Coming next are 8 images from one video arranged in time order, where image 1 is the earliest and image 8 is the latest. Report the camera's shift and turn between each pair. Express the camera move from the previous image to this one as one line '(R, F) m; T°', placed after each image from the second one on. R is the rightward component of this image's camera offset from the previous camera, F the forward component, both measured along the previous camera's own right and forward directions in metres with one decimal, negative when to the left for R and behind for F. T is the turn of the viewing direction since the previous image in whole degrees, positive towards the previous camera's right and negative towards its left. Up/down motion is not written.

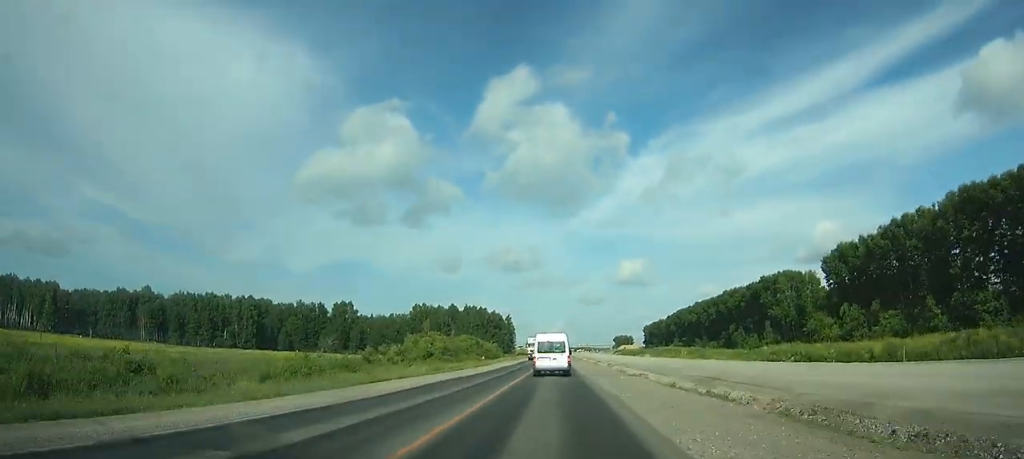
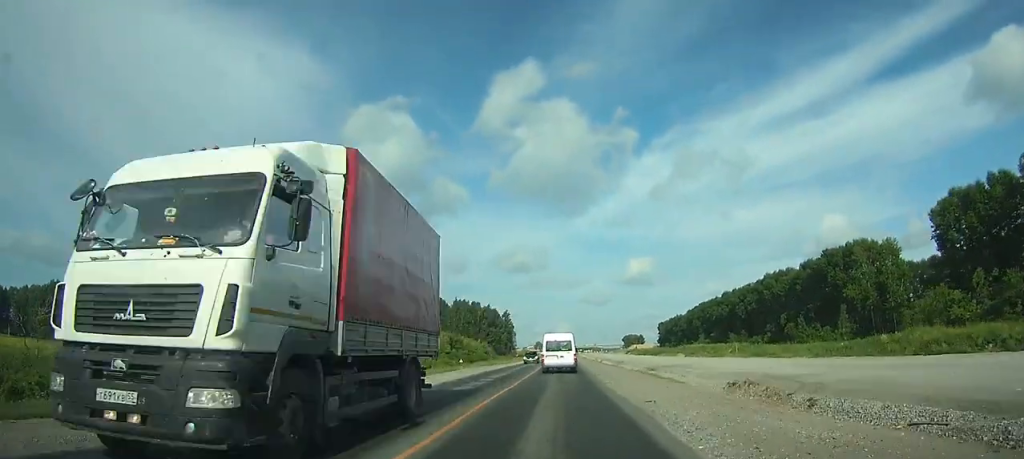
(-0.1, +45.5) m; 0°
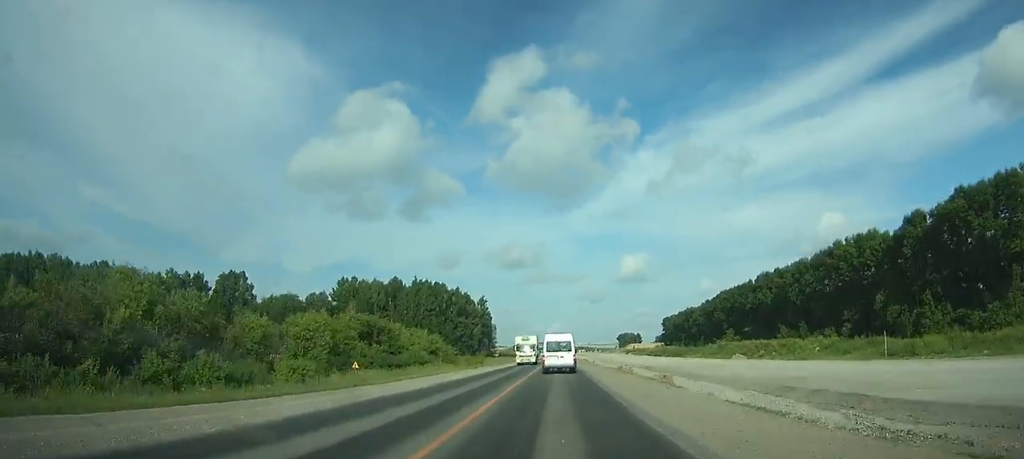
(-0.1, +56.5) m; 0°
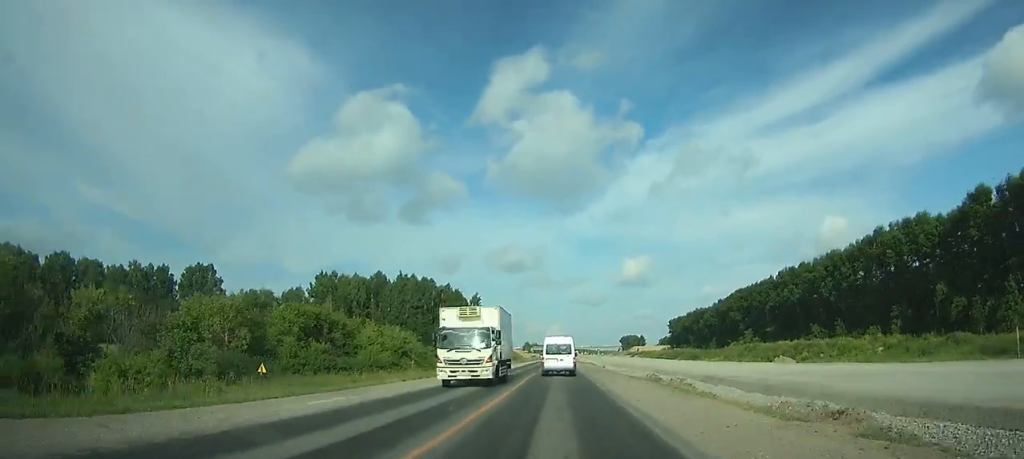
(0.0, +18.7) m; 0°
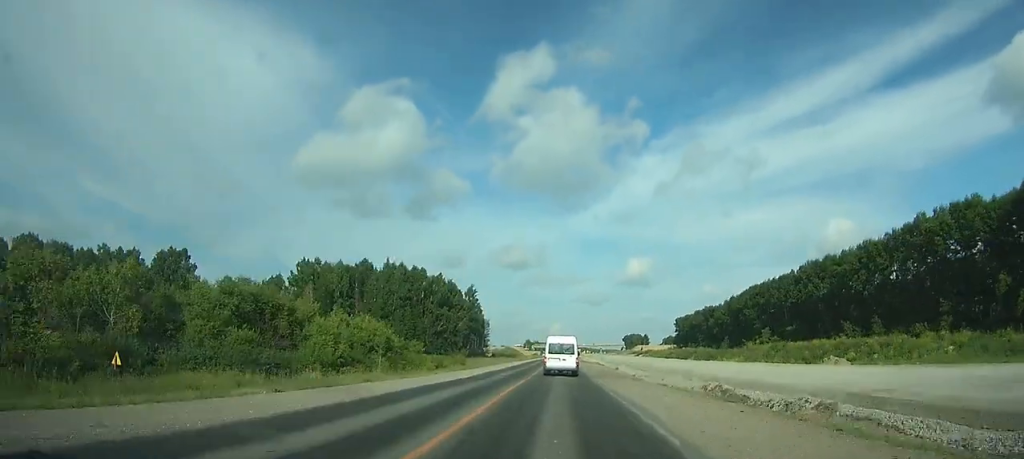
(0.0, +14.3) m; 0°
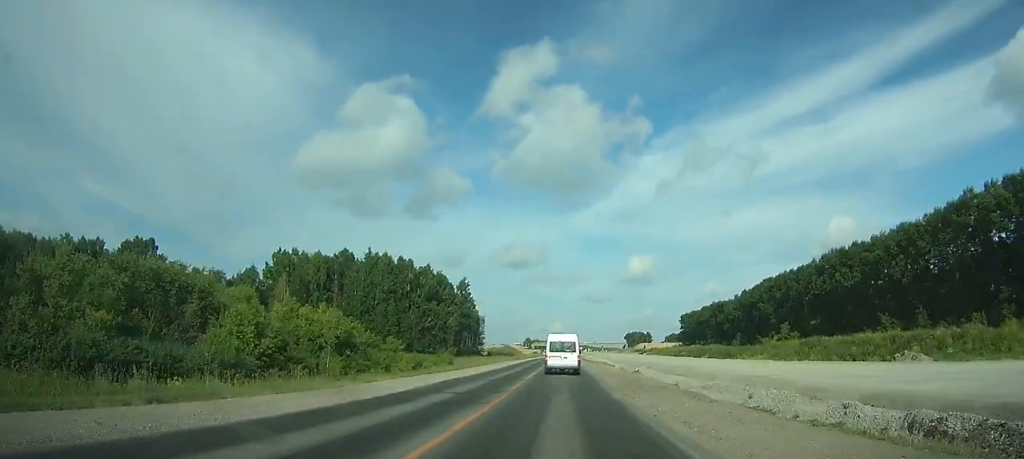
(0.0, +13.9) m; 0°
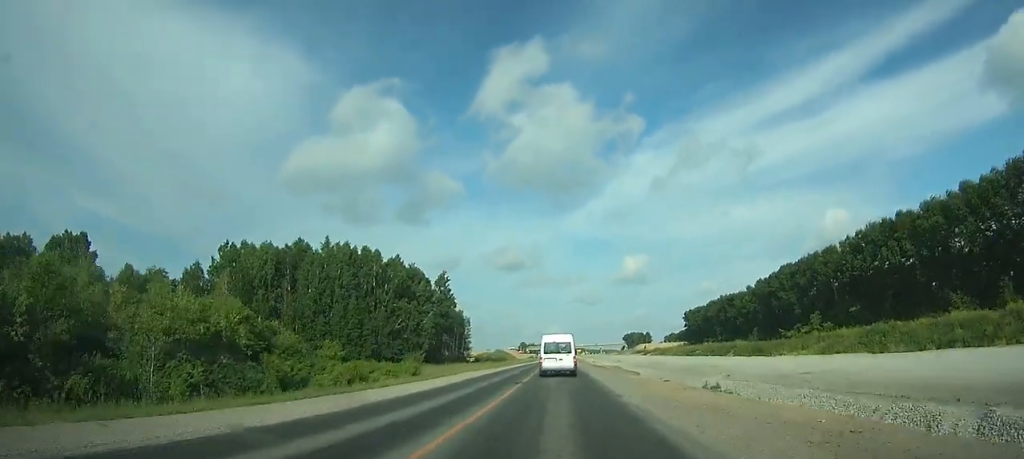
(0.0, +21.2) m; 0°
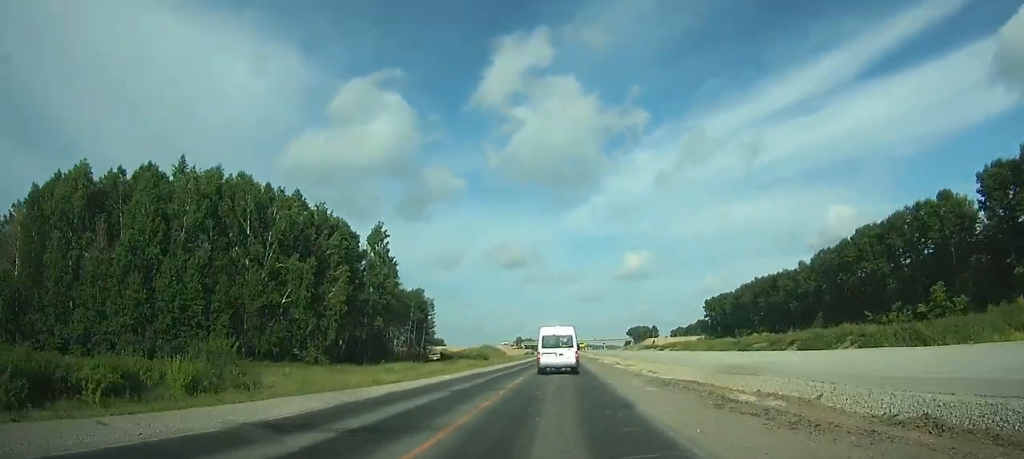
(0.0, +44.9) m; 0°
